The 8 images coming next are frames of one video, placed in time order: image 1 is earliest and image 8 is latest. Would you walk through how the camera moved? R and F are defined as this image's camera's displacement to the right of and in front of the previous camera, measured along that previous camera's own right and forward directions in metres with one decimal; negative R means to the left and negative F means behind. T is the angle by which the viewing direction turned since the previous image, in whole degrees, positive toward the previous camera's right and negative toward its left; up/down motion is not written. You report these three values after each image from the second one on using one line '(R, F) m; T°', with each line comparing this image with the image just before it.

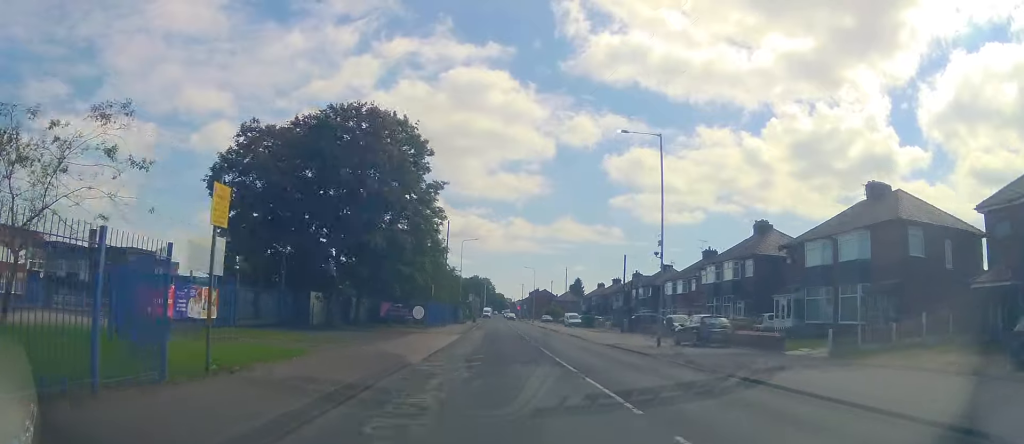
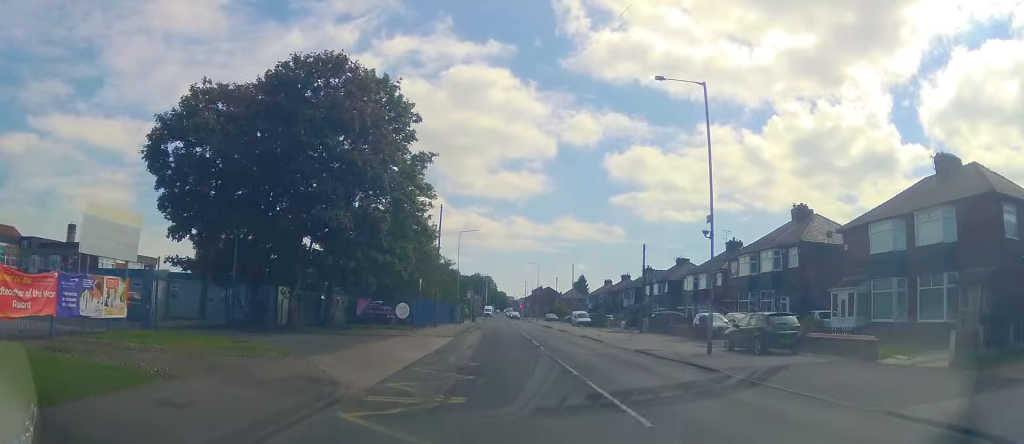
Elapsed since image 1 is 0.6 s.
(+0.4, +6.3) m; 0°
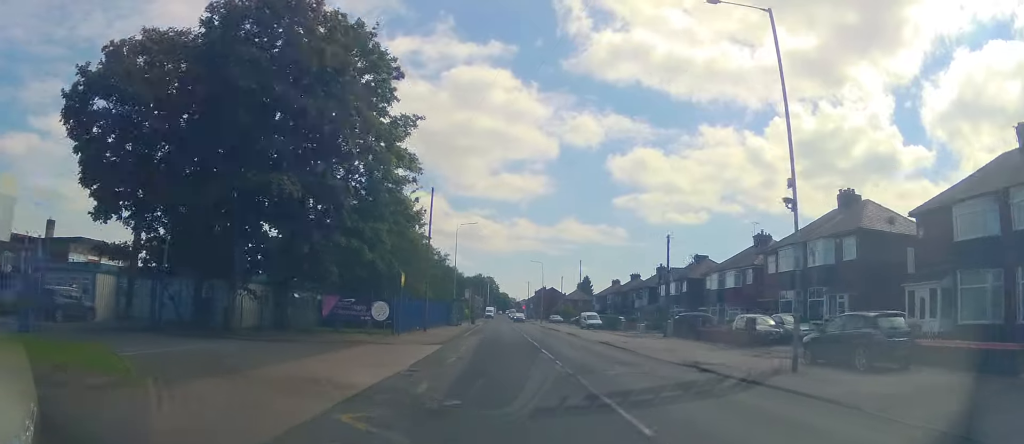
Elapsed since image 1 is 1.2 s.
(+0.1, +6.0) m; -1°
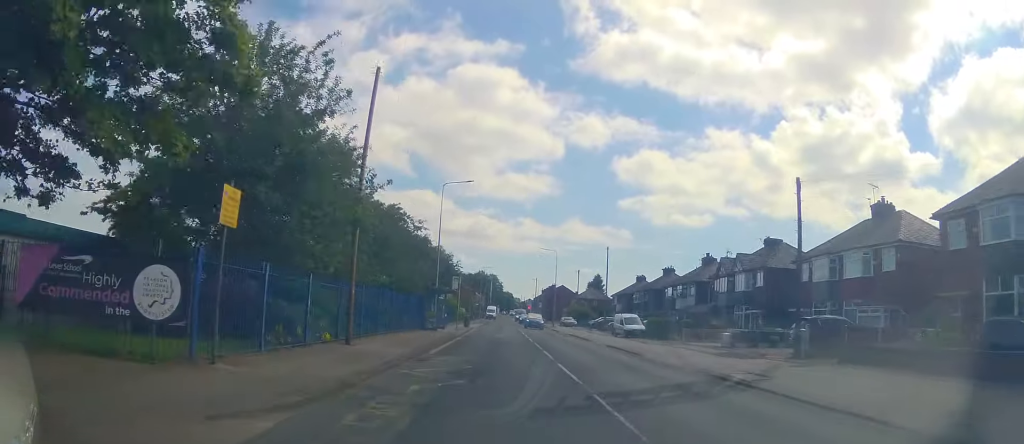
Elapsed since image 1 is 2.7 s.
(-0.5, +17.2) m; -1°
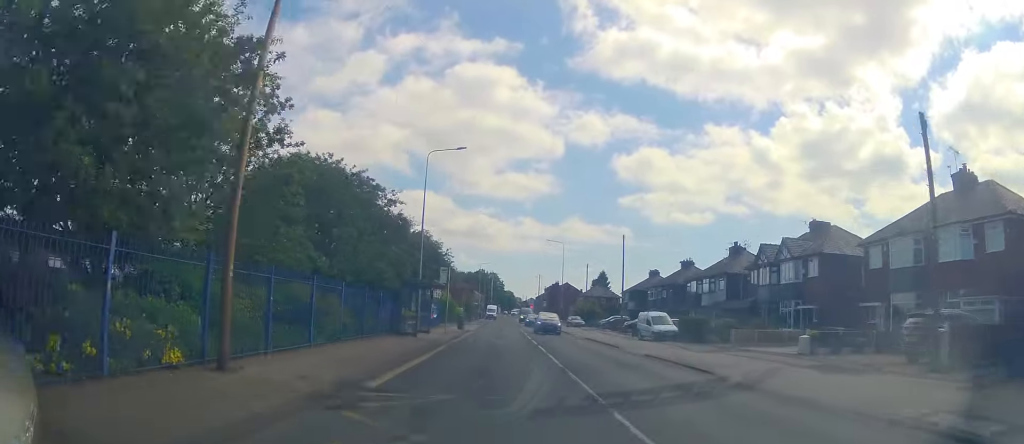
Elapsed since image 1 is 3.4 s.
(0.0, +7.8) m; 0°
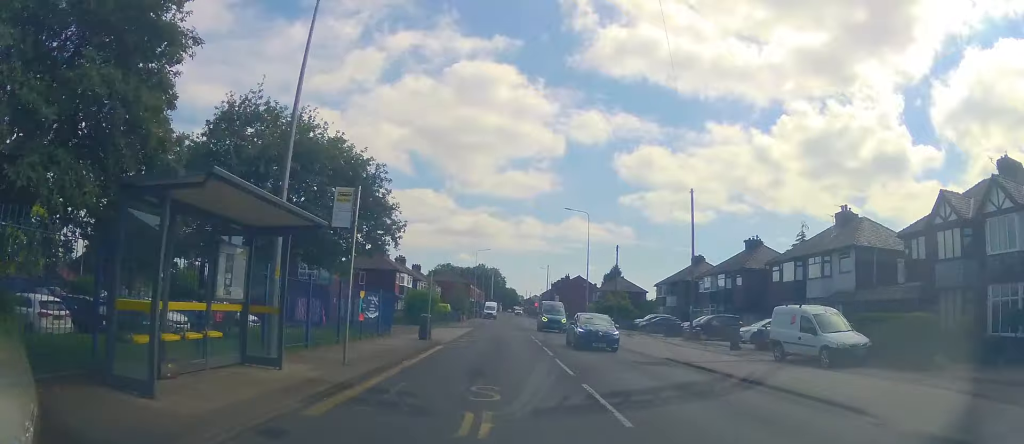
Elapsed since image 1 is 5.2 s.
(-0.3, +19.4) m; -3°
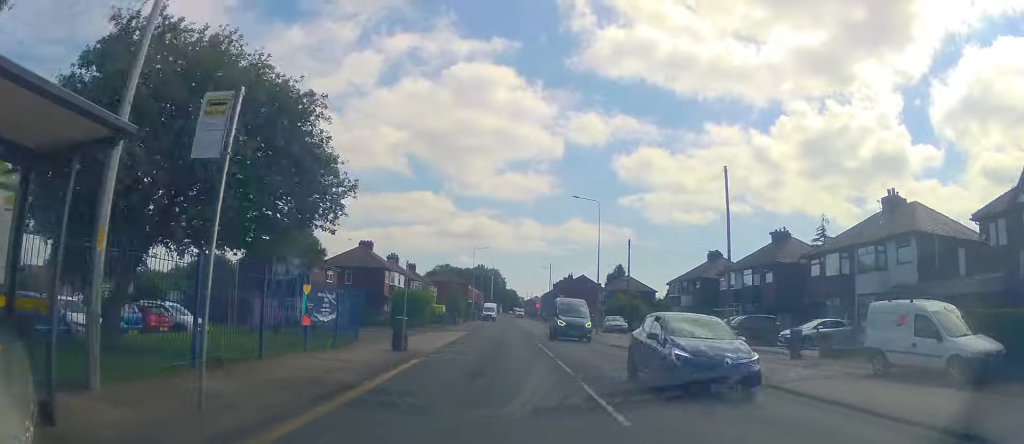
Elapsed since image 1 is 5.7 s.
(-0.3, +5.5) m; 0°
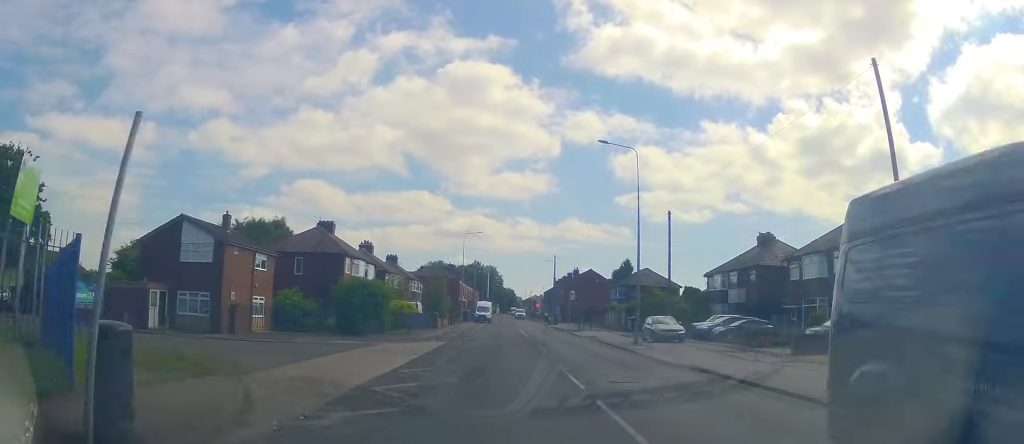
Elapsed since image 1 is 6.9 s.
(+0.2, +13.4) m; +2°
